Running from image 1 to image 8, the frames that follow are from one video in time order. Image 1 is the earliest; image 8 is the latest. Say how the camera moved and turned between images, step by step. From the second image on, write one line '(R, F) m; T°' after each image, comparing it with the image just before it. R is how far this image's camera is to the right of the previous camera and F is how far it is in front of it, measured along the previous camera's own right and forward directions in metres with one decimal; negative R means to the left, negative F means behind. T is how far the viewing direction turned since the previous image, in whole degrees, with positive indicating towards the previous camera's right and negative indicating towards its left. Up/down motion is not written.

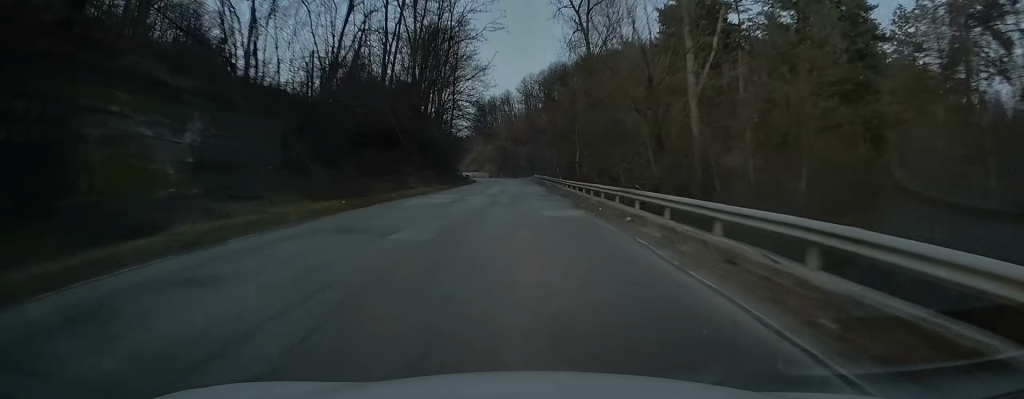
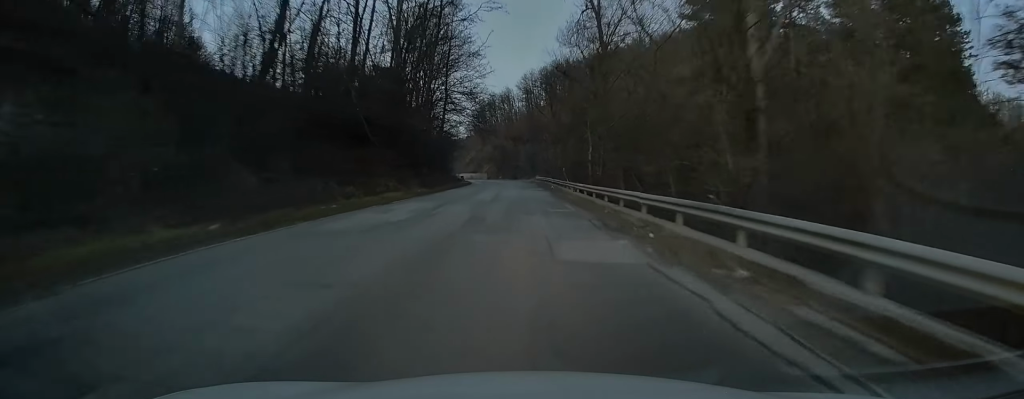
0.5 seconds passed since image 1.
(-0.1, +9.0) m; 0°
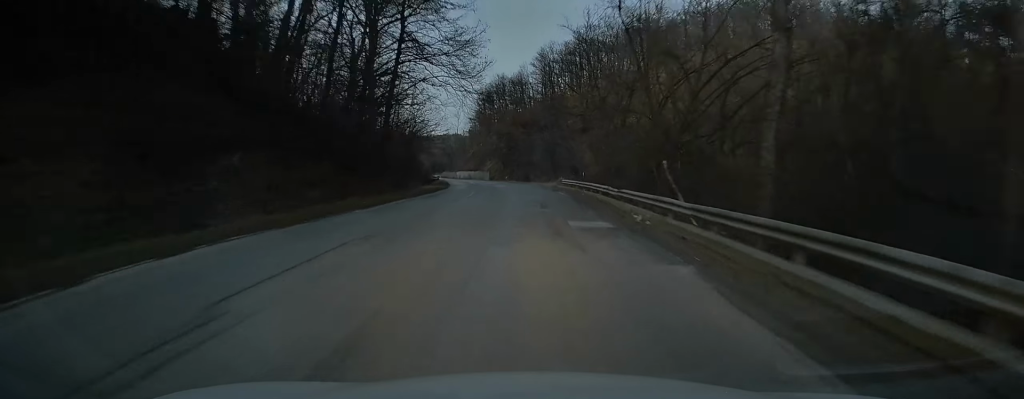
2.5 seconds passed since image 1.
(0.0, +35.4) m; -1°
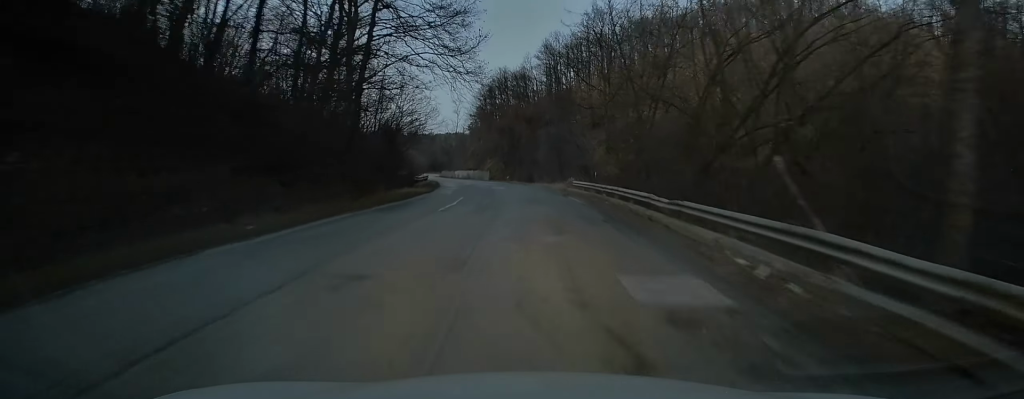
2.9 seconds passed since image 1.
(0.0, +8.4) m; -1°
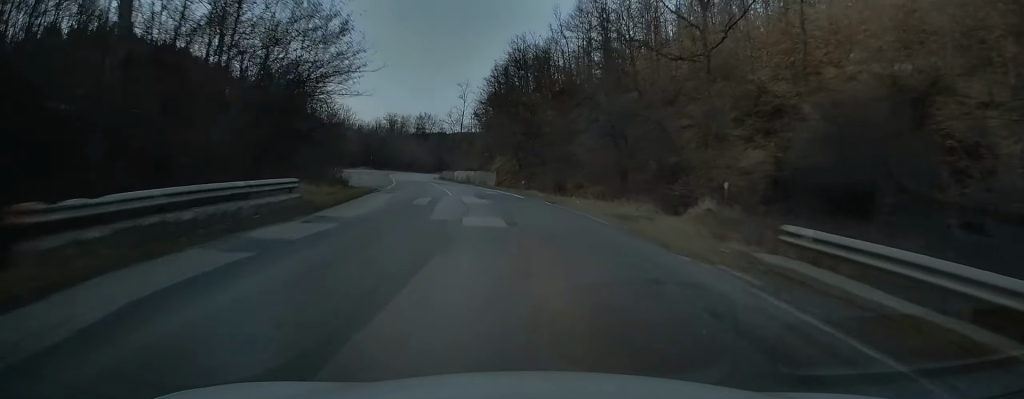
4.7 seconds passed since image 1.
(-1.1, +31.7) m; -4°
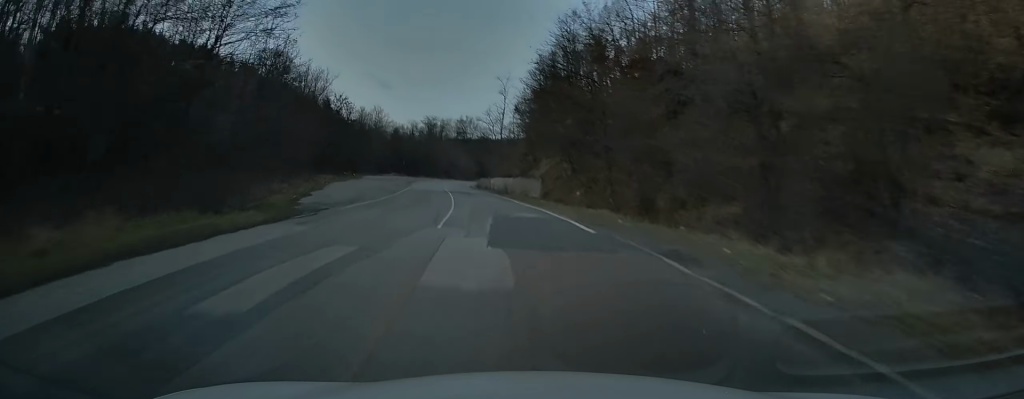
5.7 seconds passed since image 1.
(-0.5, +16.7) m; -4°
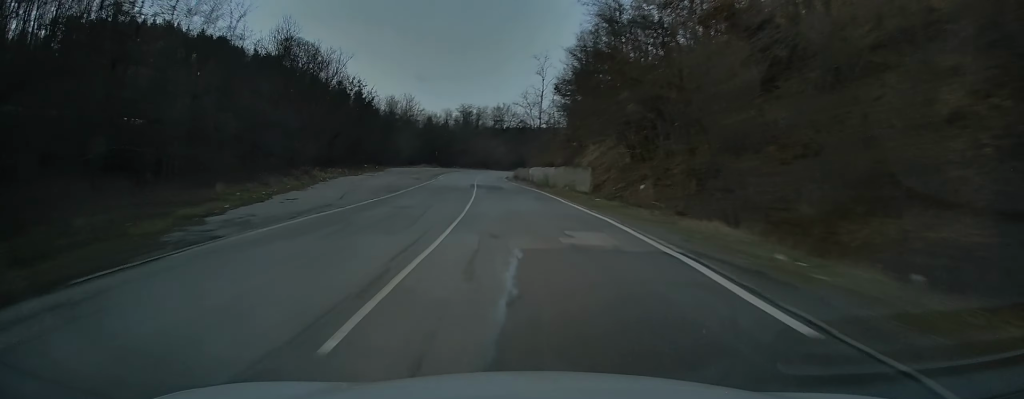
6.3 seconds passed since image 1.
(-0.2, +10.4) m; -2°
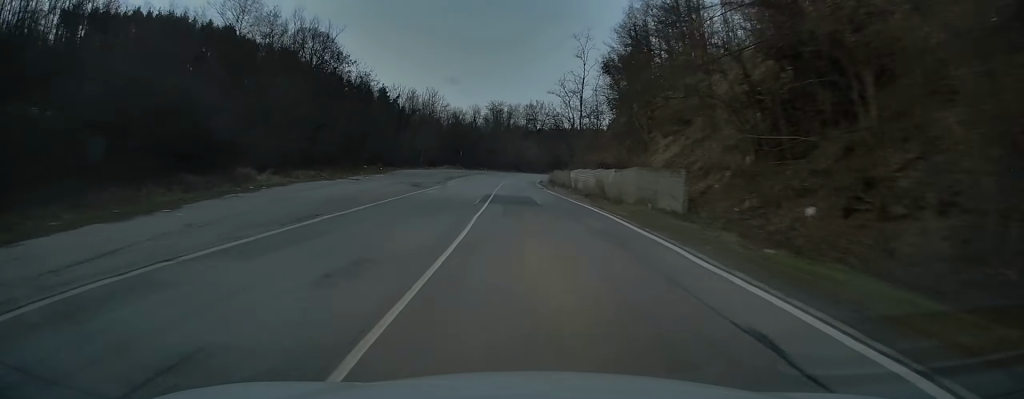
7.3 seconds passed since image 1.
(-0.4, +16.8) m; -2°
